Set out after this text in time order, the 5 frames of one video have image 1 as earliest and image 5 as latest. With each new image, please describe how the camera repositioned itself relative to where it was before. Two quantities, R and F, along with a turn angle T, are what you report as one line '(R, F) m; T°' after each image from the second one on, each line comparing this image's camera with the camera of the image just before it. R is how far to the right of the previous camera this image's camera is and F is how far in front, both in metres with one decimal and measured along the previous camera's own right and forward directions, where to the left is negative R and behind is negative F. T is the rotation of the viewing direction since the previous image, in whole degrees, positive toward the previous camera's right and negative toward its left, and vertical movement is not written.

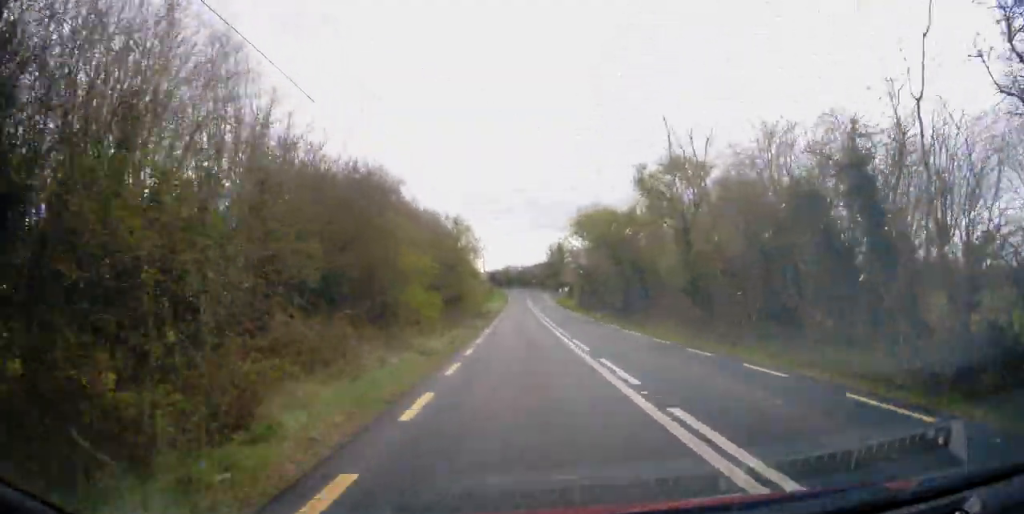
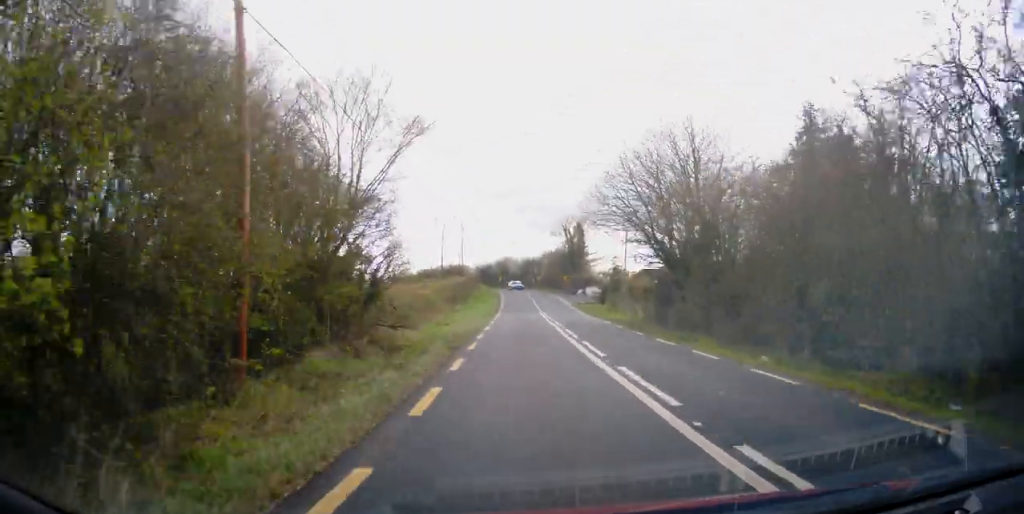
(+0.3, +36.6) m; +1°
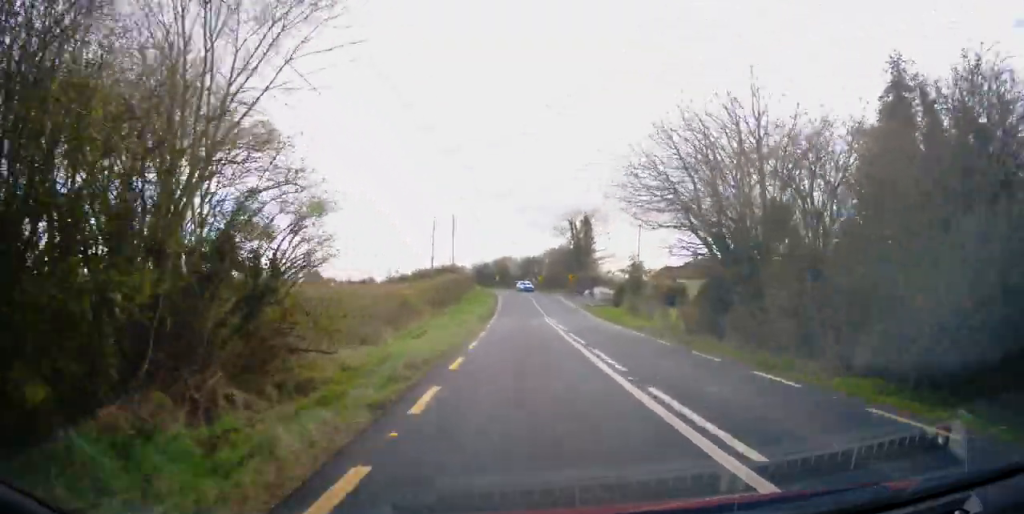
(-0.1, +8.1) m; 0°
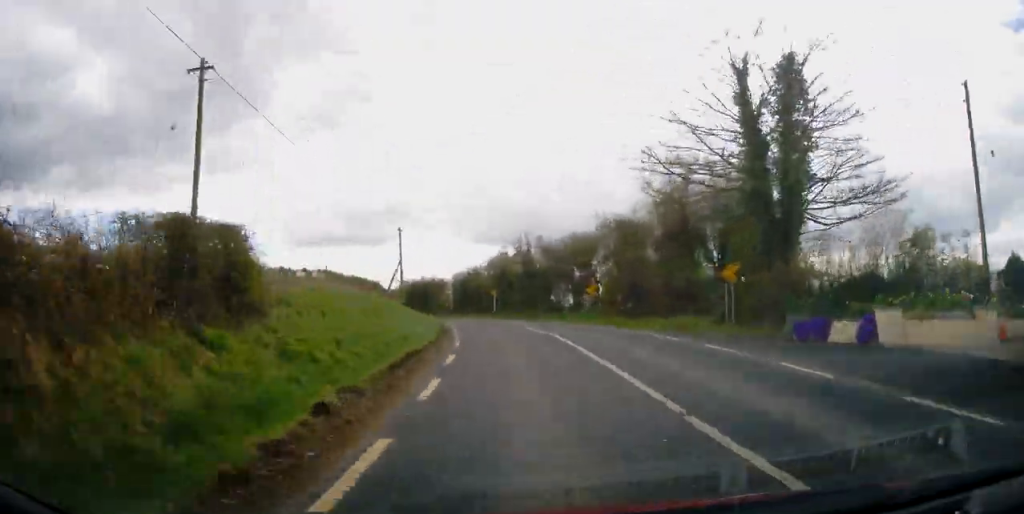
(0.0, +51.8) m; -1°
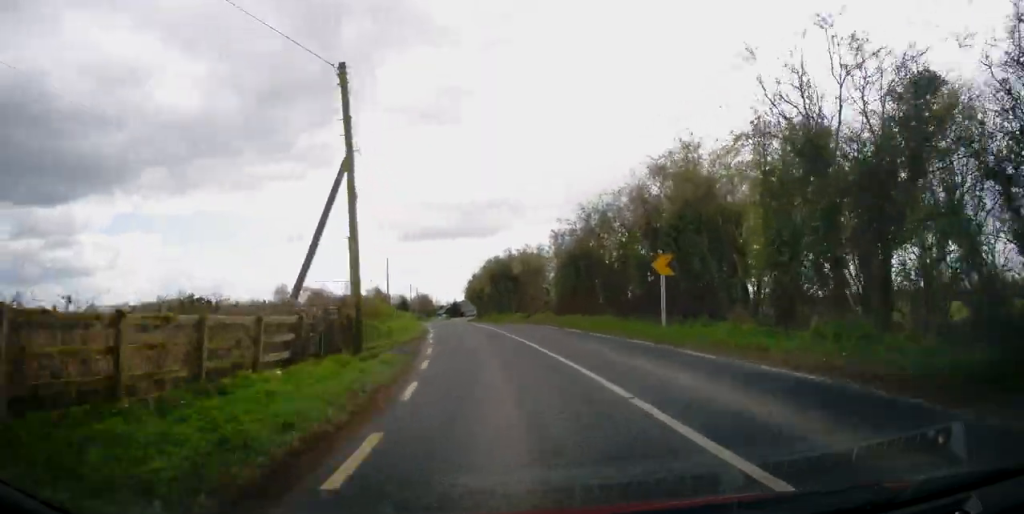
(-1.7, +35.6) m; -9°
